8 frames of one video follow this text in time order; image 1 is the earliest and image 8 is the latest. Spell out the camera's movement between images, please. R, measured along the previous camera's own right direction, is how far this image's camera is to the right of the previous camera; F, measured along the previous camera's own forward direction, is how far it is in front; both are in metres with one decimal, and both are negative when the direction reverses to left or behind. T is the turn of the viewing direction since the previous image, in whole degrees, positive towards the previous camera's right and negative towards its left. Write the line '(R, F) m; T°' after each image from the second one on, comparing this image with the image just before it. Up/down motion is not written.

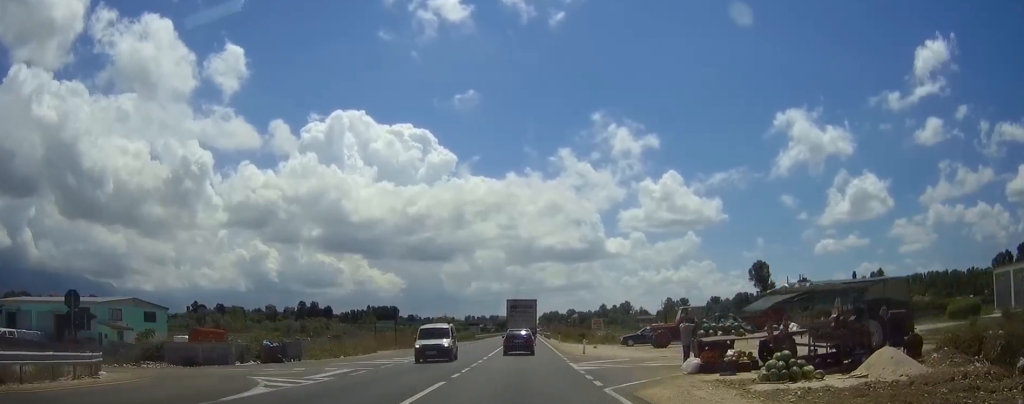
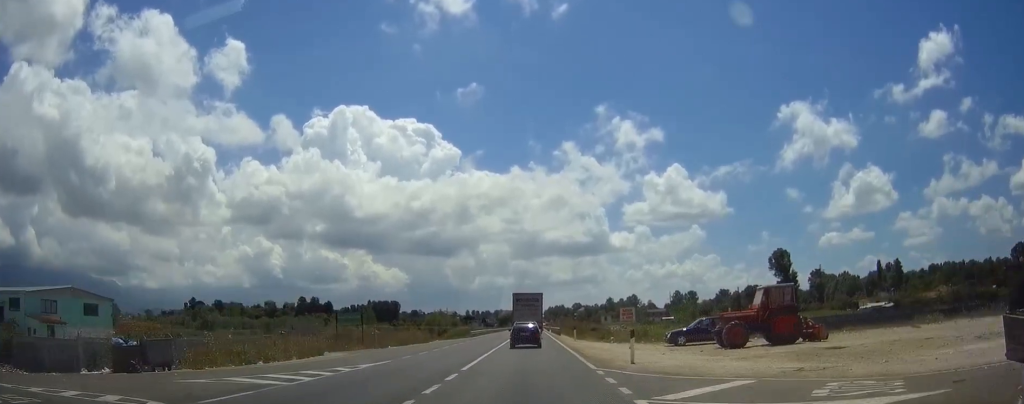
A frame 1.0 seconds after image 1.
(-0.1, +16.3) m; 0°
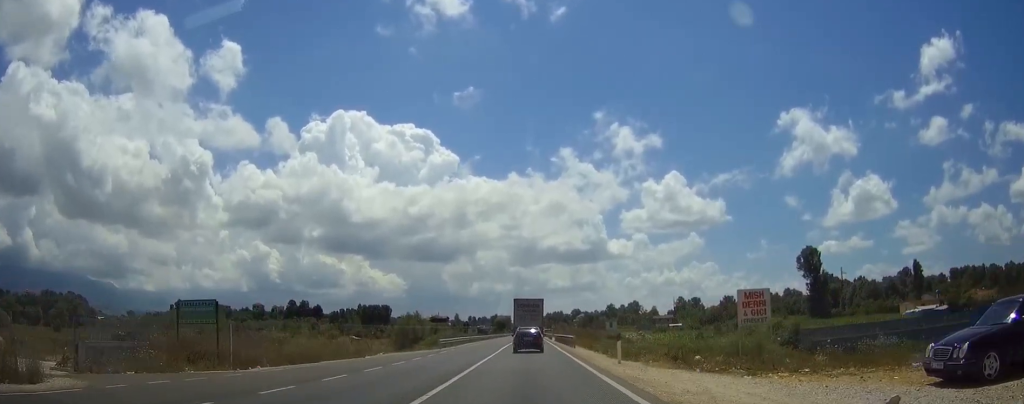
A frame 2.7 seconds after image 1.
(-0.1, +26.5) m; 0°
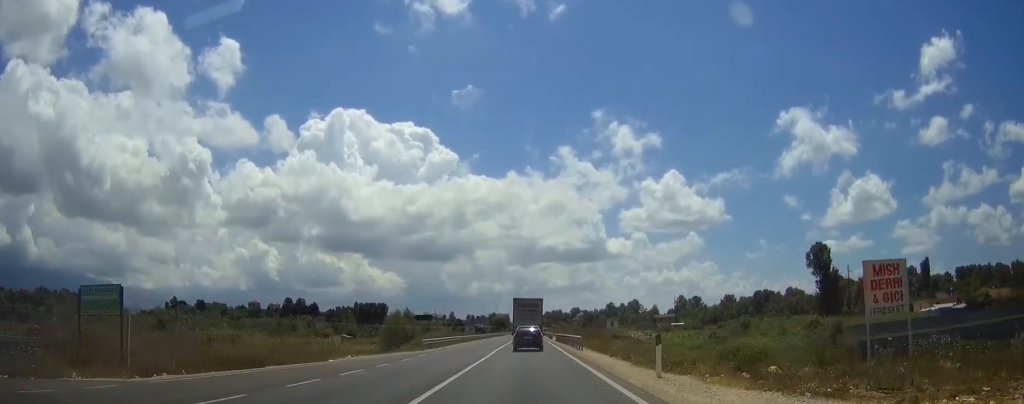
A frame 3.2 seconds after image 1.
(0.0, +7.9) m; 0°
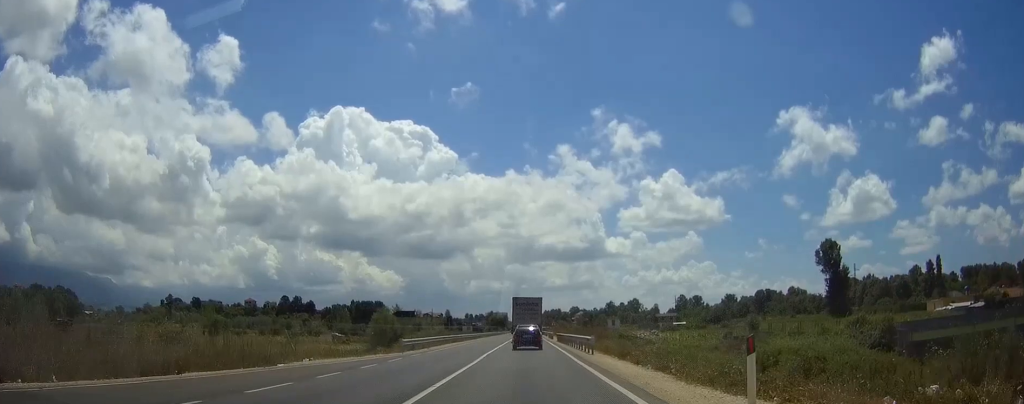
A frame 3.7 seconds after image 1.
(0.0, +7.4) m; 0°
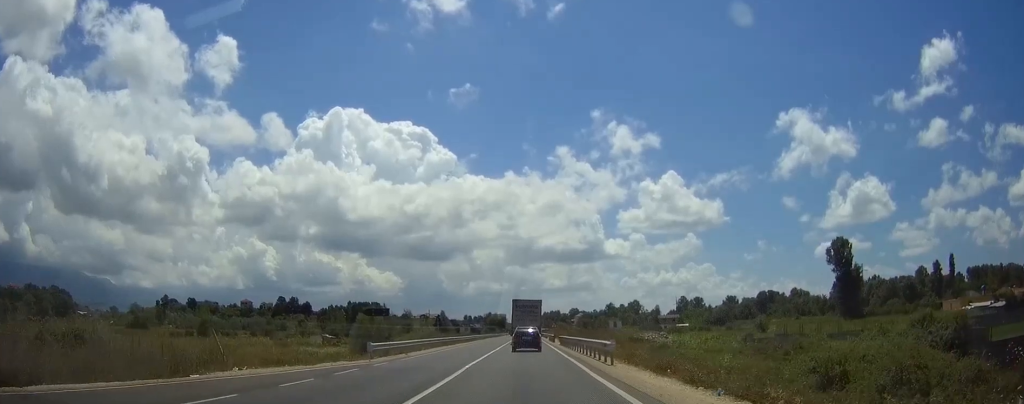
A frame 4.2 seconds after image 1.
(0.0, +7.9) m; 0°
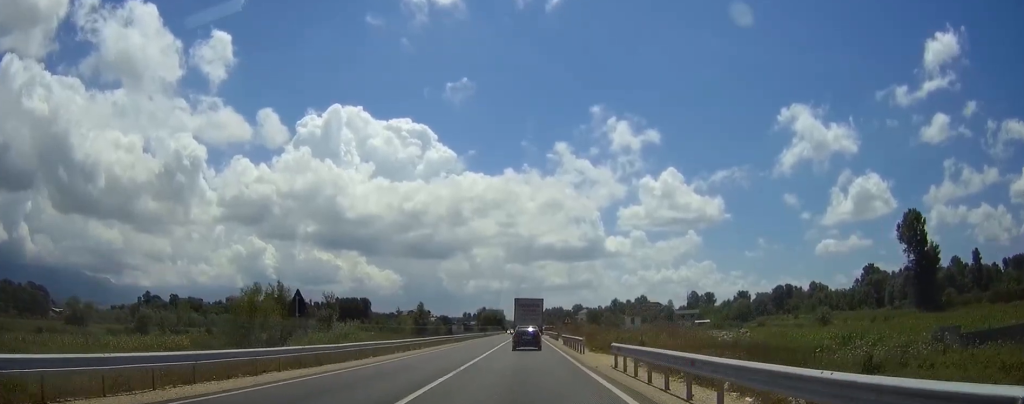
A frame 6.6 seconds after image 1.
(+0.2, +38.1) m; 0°
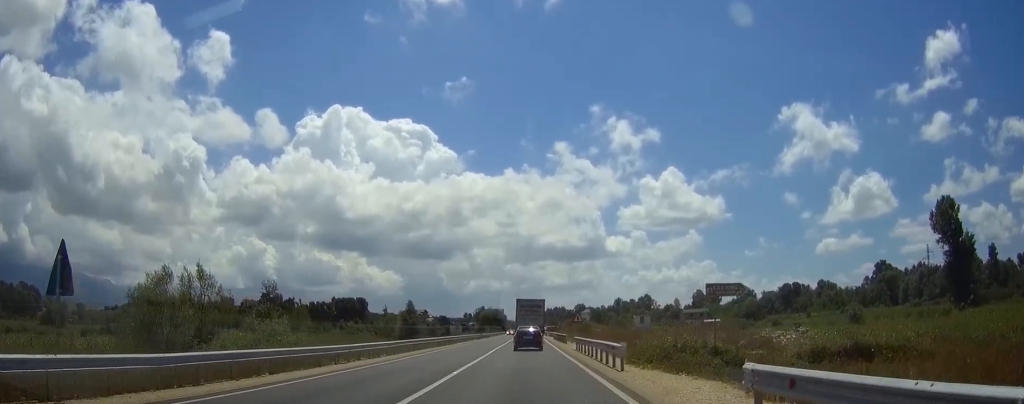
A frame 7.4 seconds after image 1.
(0.0, +13.8) m; 0°
